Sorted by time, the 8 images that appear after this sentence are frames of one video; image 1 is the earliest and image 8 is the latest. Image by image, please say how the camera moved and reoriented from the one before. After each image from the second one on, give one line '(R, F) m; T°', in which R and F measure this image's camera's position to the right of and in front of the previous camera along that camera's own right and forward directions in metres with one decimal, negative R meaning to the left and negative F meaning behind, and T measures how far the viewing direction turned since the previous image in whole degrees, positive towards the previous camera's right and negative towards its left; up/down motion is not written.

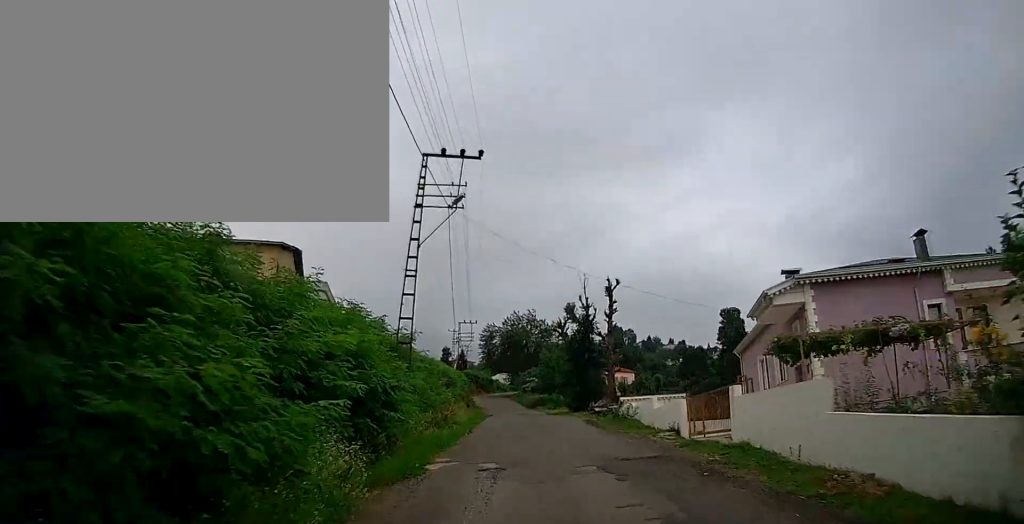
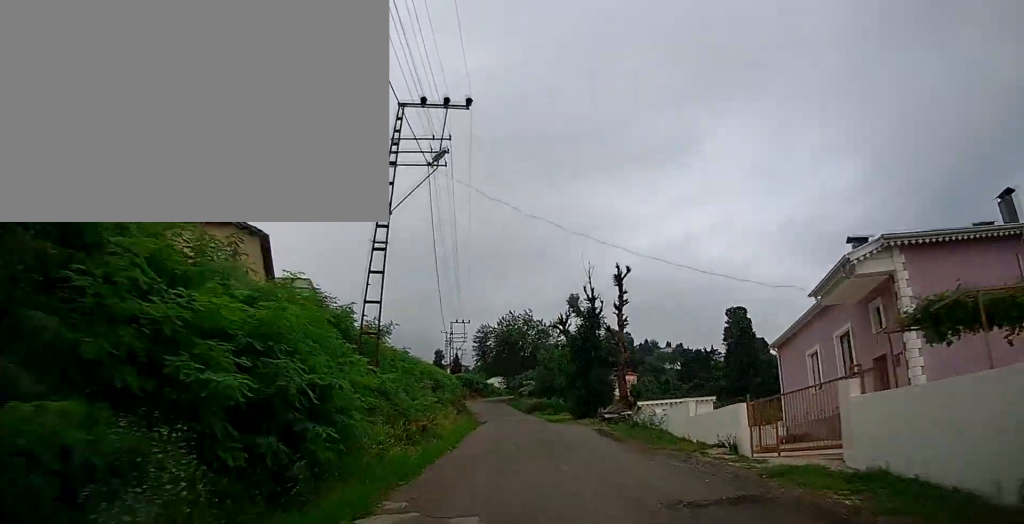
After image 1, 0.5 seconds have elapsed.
(+0.1, +4.9) m; +1°
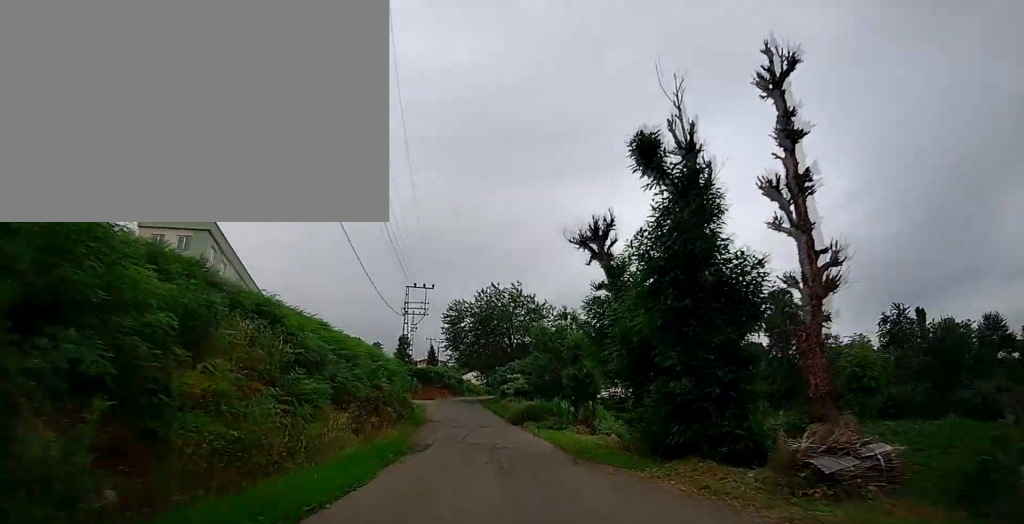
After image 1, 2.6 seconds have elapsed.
(+0.1, +21.9) m; +1°
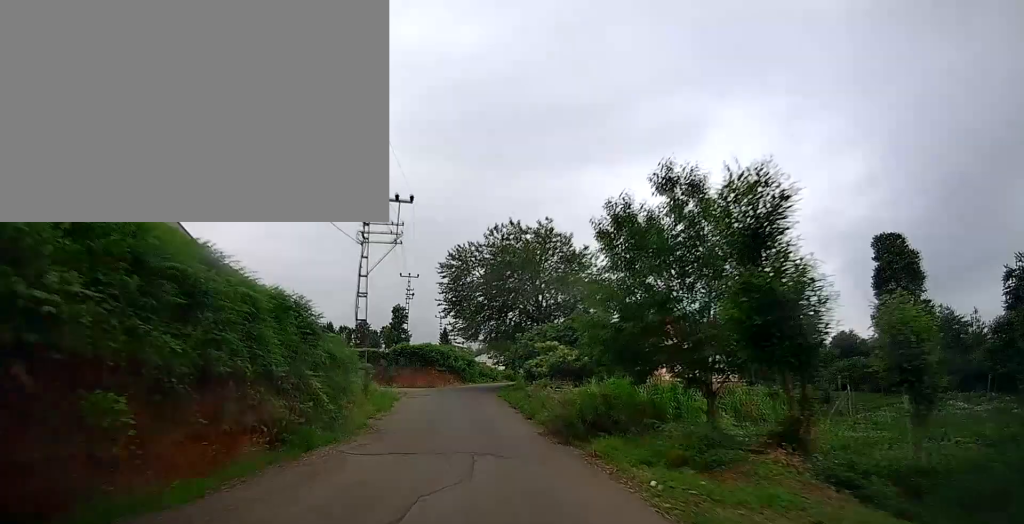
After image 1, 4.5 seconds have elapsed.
(-0.6, +20.4) m; -3°
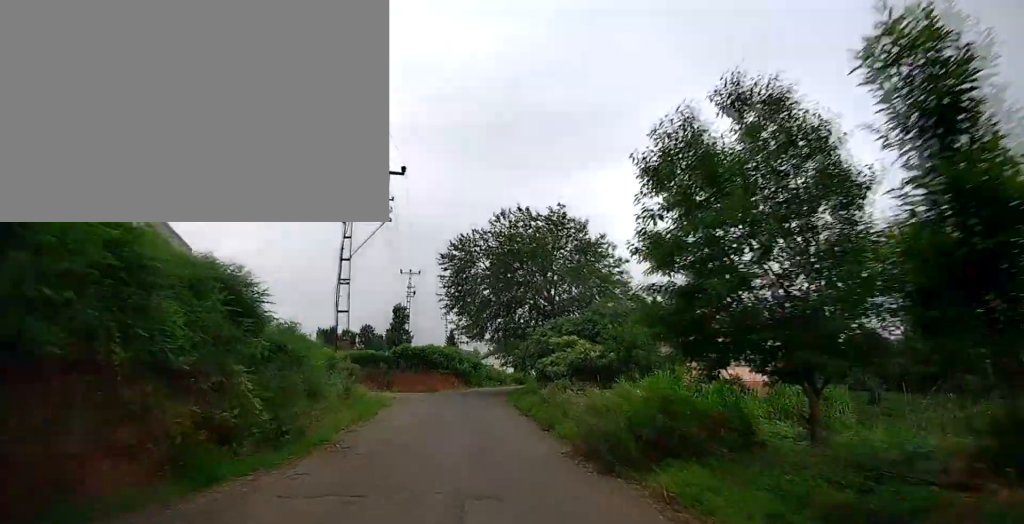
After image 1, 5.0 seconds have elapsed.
(0.0, +4.7) m; 0°
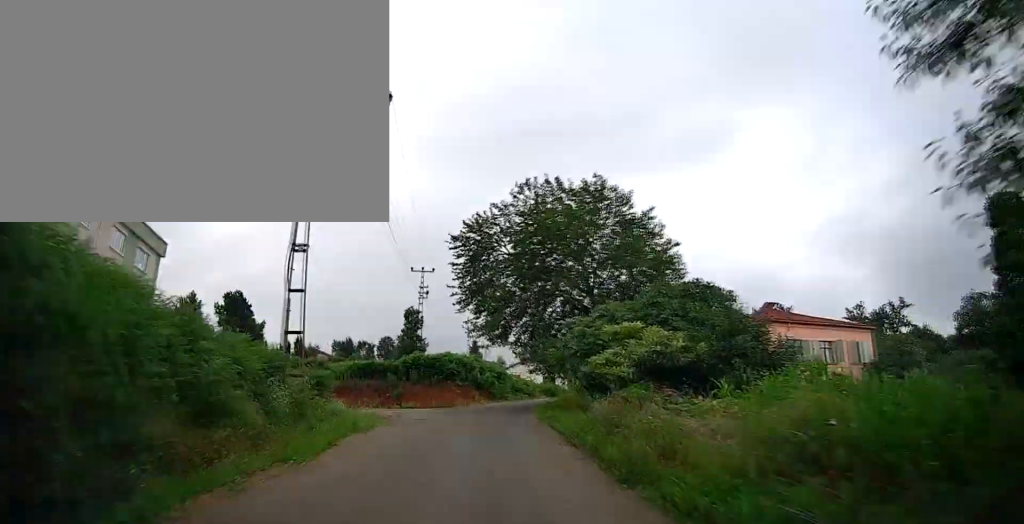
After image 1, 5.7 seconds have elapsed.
(+0.1, +8.0) m; 0°
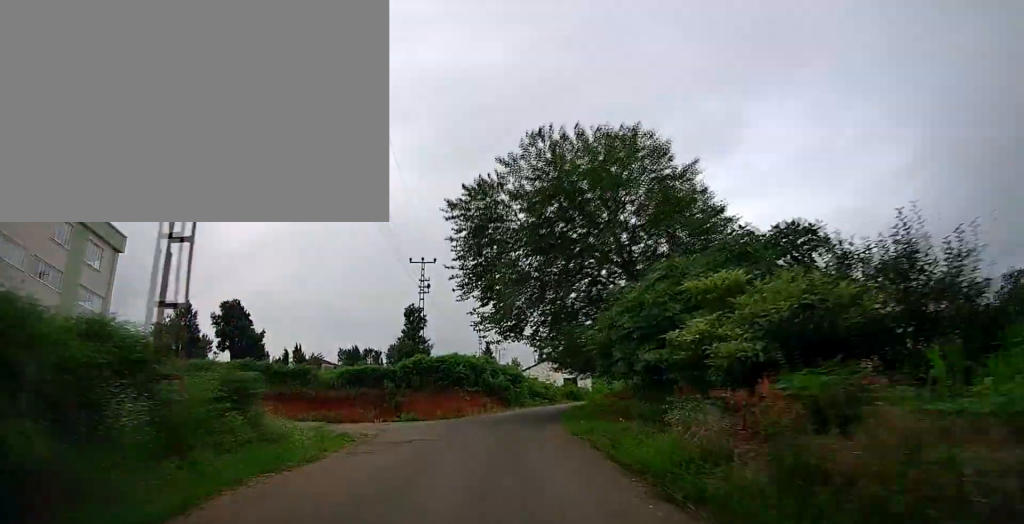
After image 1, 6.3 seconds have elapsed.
(-0.1, +6.8) m; -2°
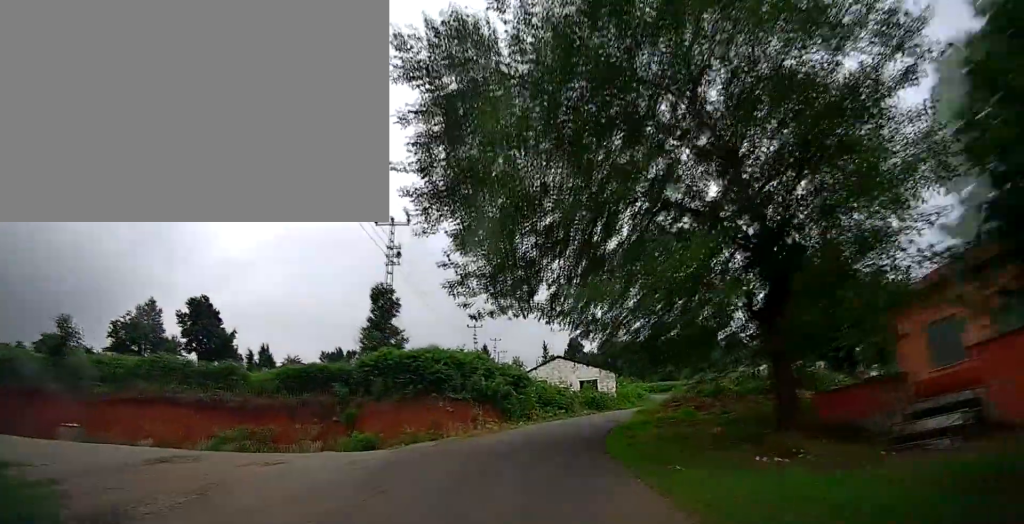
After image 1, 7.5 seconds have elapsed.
(-0.5, +12.7) m; 0°
